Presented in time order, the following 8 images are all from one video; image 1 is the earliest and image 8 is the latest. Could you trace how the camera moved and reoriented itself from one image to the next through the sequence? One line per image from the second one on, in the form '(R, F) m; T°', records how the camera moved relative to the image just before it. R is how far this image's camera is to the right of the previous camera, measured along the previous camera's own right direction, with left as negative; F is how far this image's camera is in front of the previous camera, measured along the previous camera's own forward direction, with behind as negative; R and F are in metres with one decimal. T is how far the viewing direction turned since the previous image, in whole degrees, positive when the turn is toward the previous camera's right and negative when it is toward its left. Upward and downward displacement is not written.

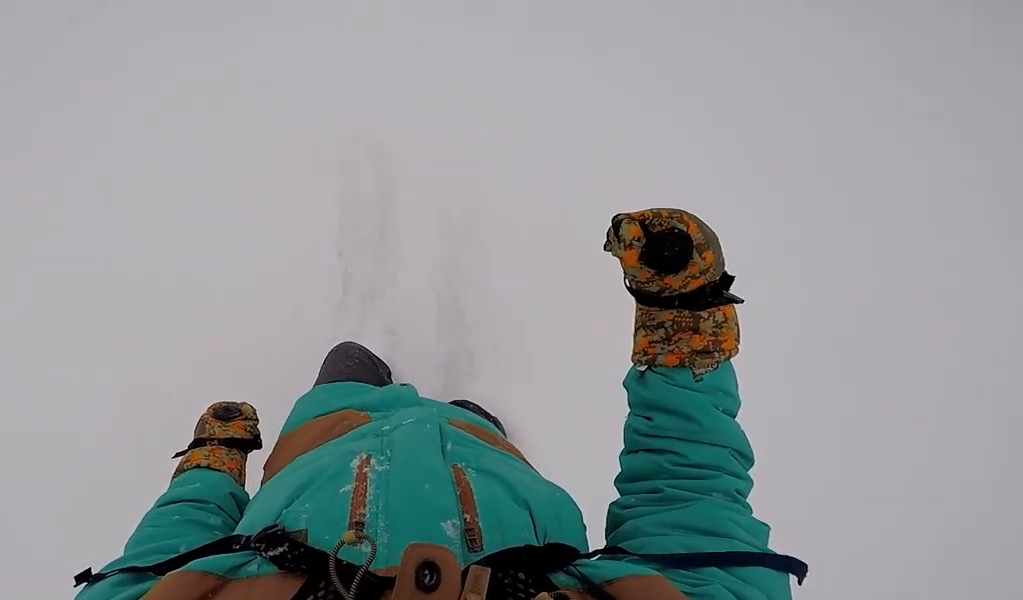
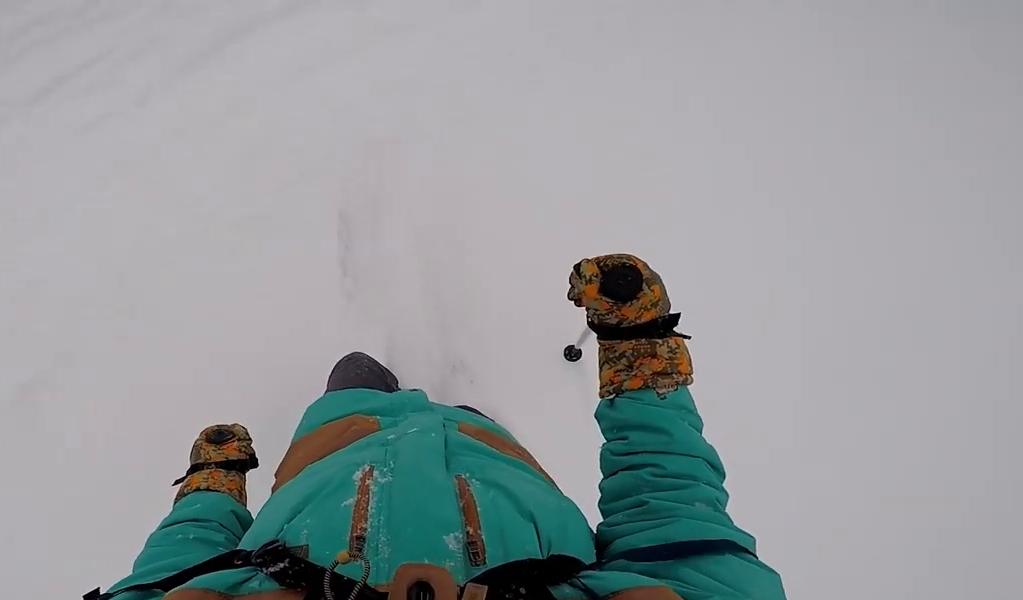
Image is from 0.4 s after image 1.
(-0.5, +1.5) m; -8°
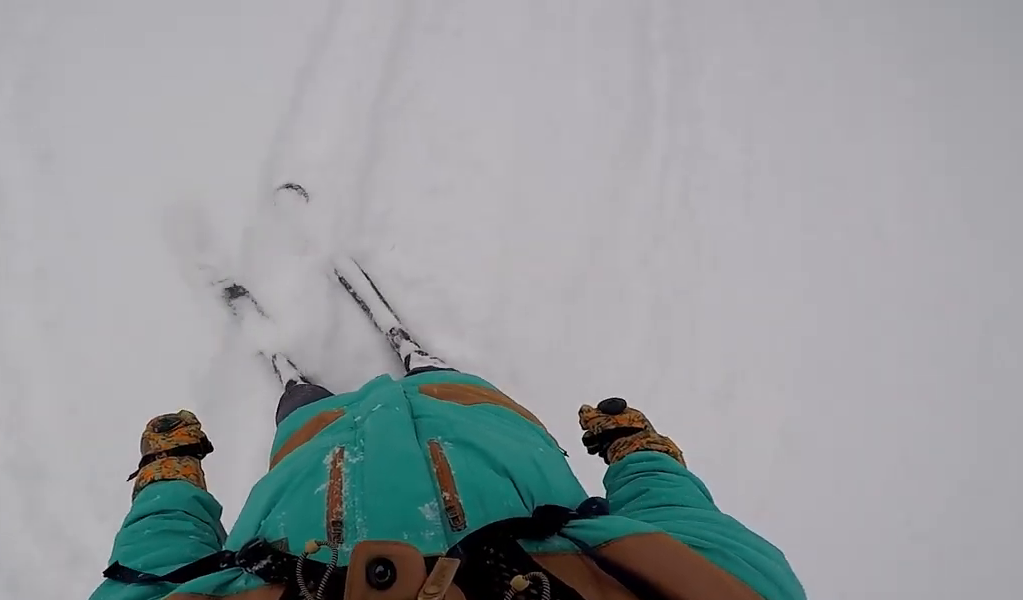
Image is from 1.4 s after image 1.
(-0.5, +3.5) m; +6°
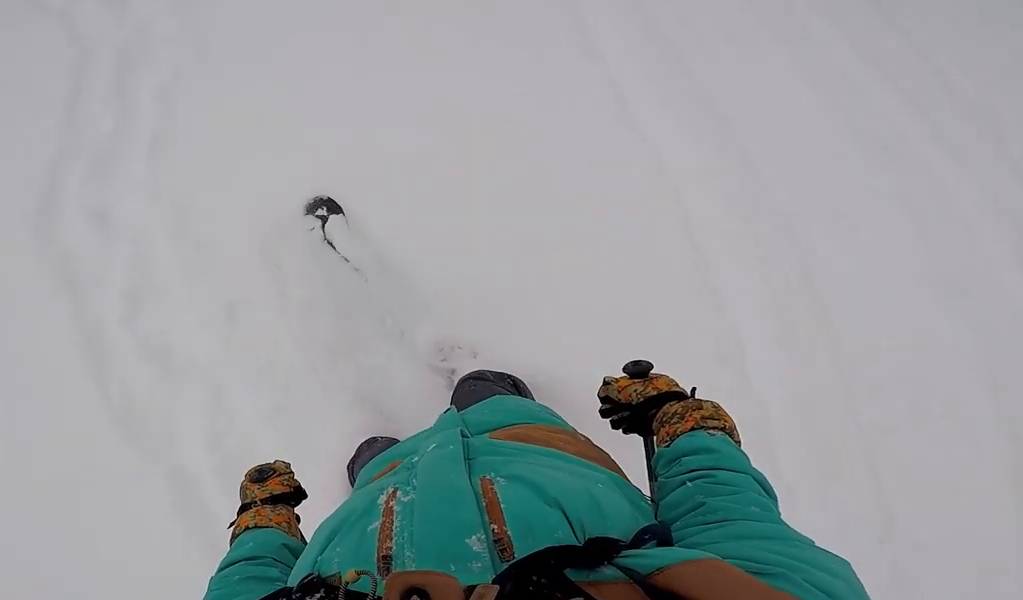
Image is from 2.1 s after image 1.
(+0.2, +2.4) m; +19°
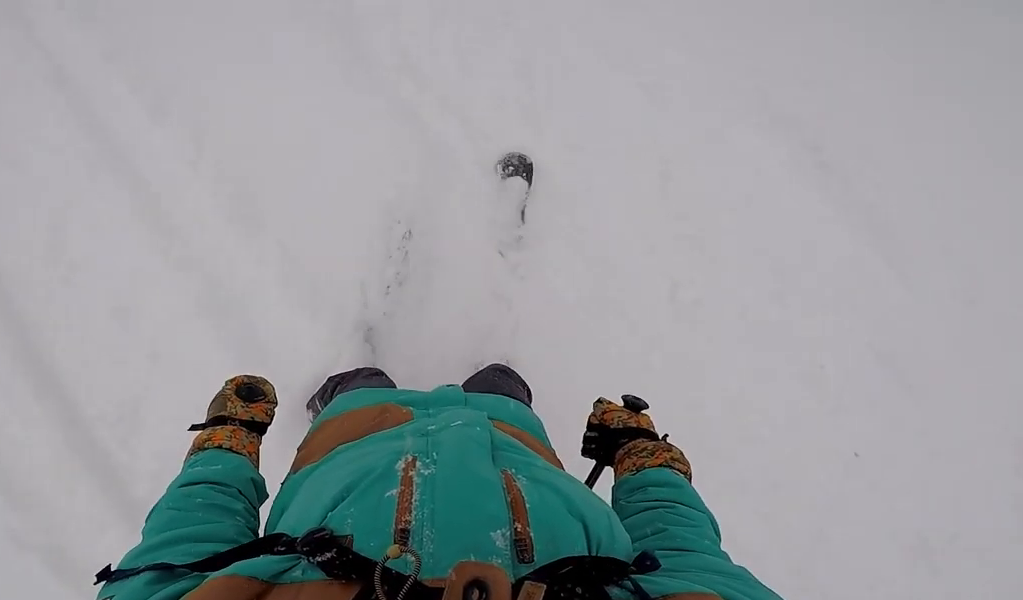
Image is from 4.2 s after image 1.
(+3.4, +7.5) m; +43°
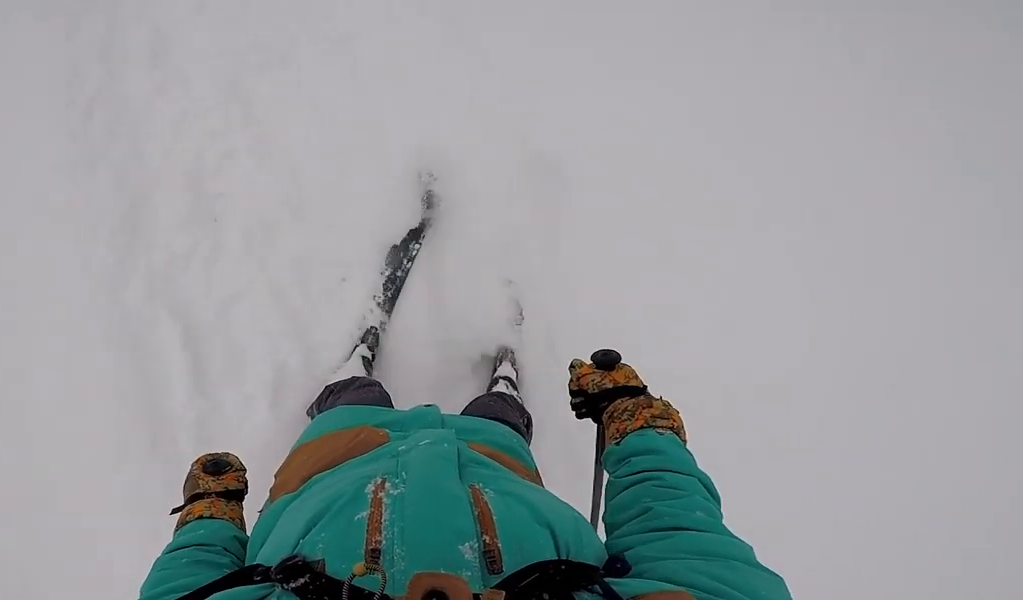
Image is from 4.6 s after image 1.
(+0.4, +2.1) m; +6°
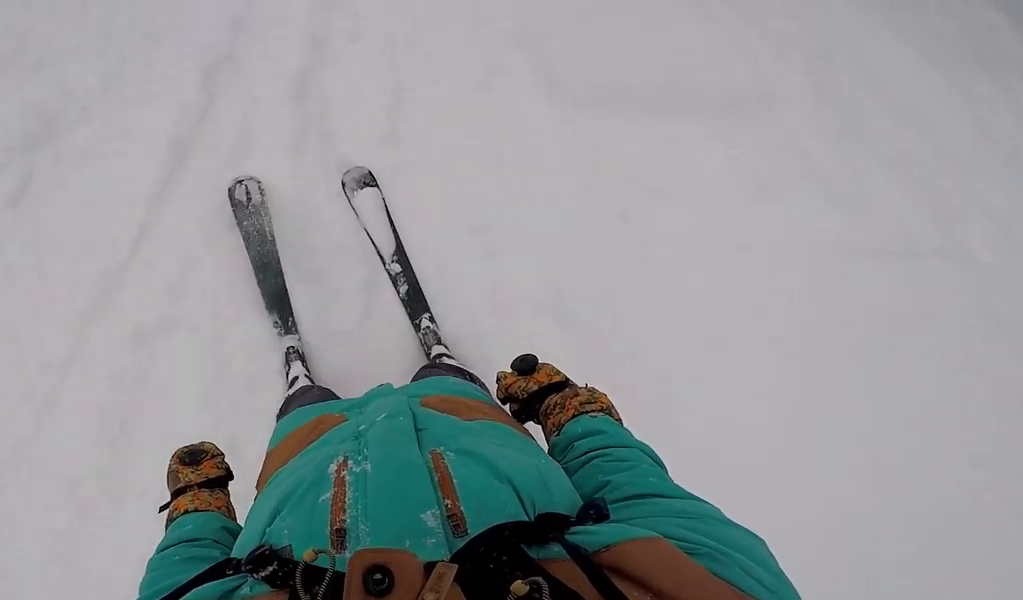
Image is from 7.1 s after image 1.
(-3.8, +9.6) m; -45°
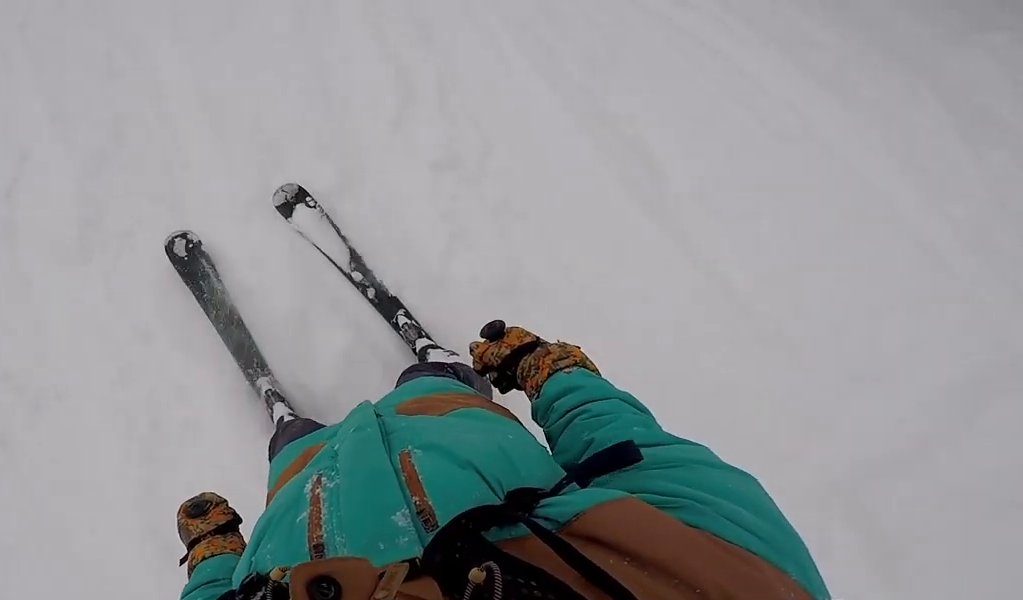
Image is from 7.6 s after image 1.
(-0.3, +1.9) m; +1°
